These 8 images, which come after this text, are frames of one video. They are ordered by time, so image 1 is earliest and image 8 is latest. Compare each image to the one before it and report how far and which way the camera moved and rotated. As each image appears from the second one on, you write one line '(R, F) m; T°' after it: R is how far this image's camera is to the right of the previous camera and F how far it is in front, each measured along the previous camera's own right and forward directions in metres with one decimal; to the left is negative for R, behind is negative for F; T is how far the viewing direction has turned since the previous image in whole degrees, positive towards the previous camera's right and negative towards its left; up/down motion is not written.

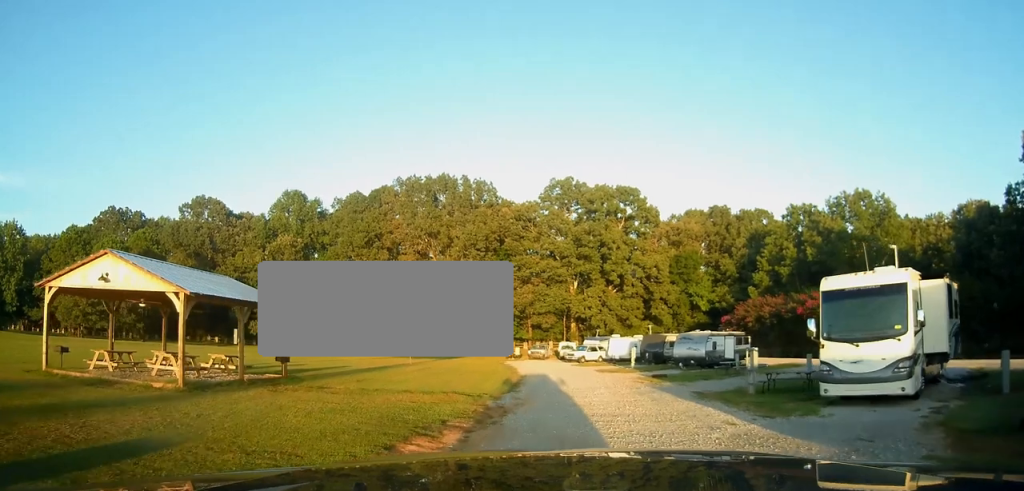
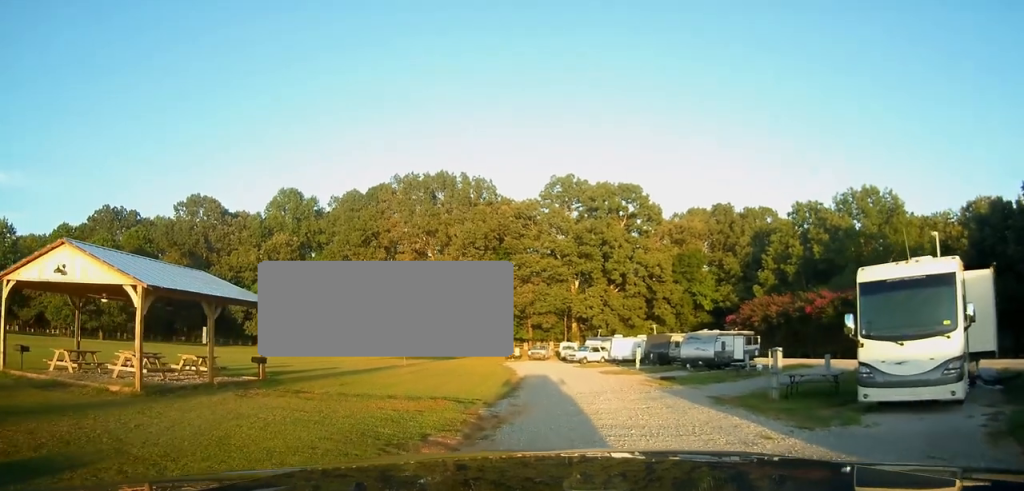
(0.0, +2.2) m; 0°
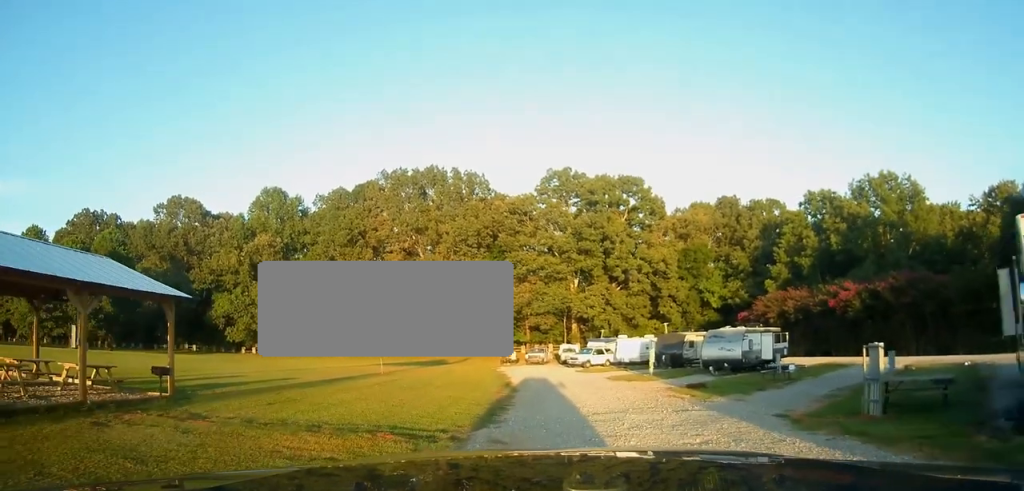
(0.0, +6.5) m; +1°
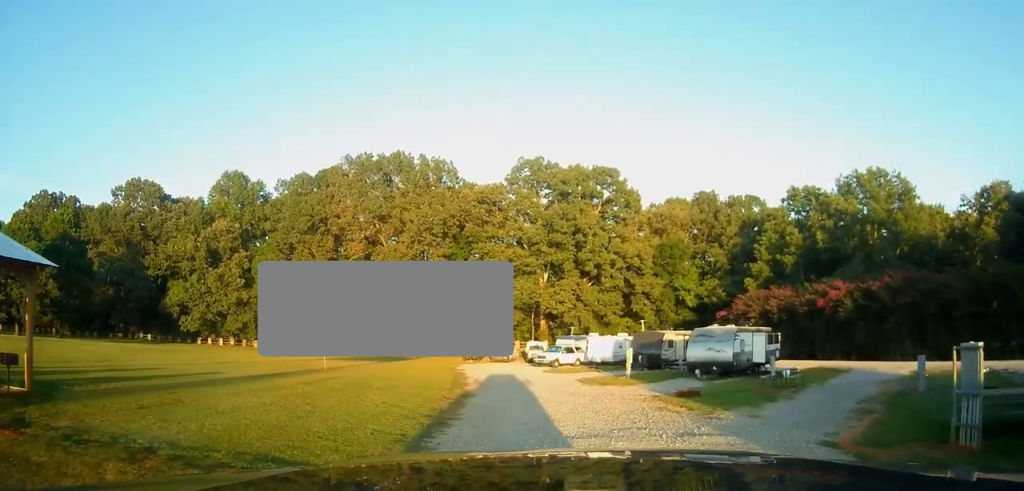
(+0.1, +4.4) m; +5°
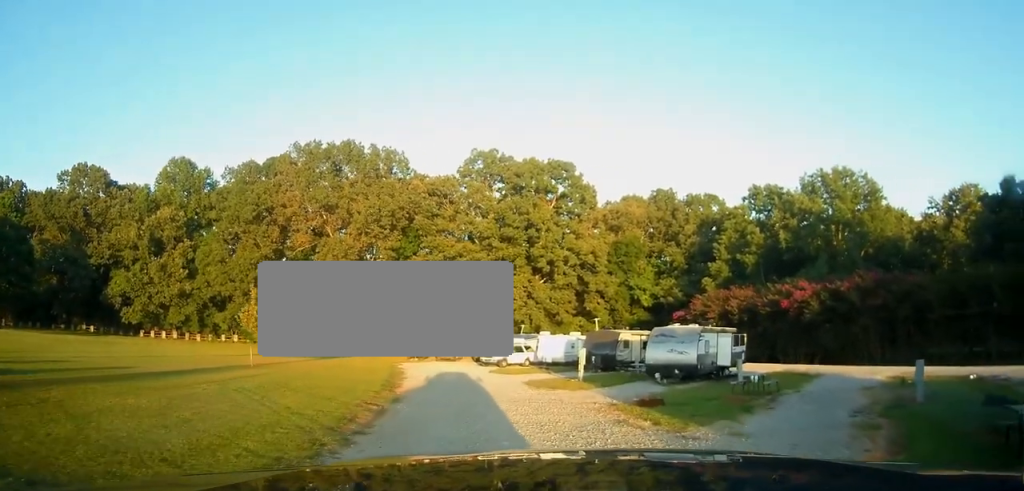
(+0.1, +2.7) m; +4°
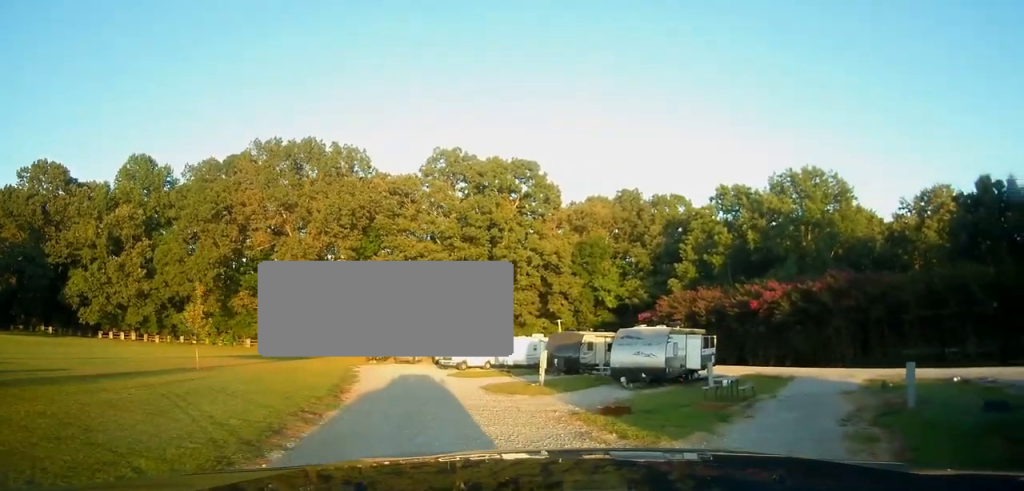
(0.0, +1.5) m; +2°
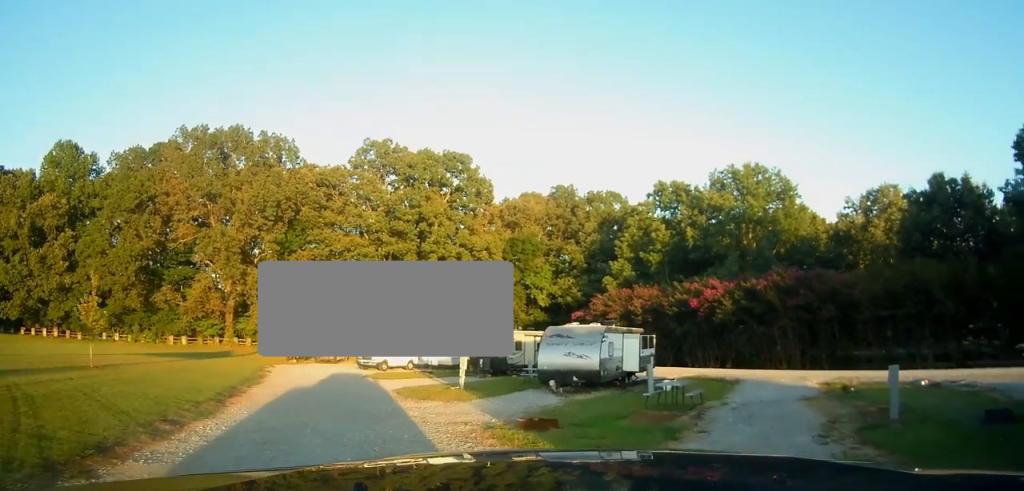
(0.0, +2.7) m; +5°
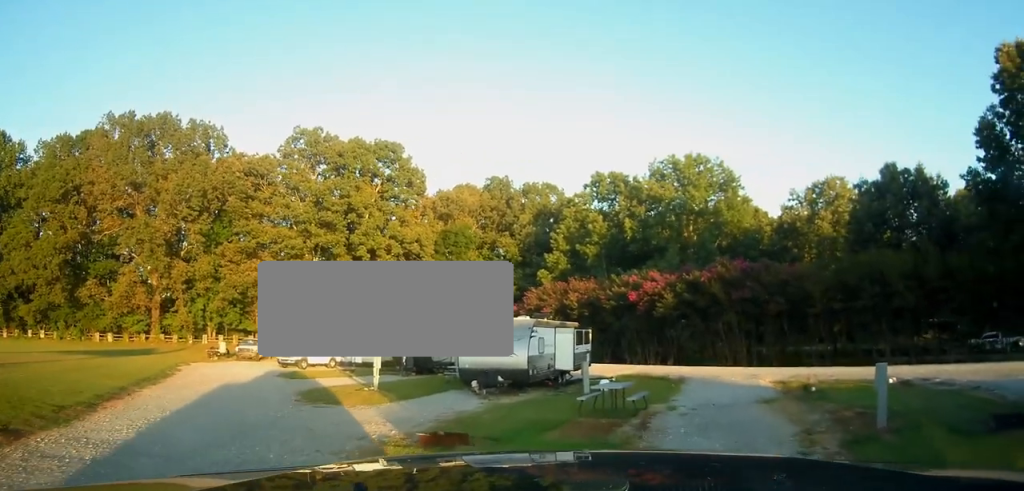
(+0.2, +2.5) m; +6°
